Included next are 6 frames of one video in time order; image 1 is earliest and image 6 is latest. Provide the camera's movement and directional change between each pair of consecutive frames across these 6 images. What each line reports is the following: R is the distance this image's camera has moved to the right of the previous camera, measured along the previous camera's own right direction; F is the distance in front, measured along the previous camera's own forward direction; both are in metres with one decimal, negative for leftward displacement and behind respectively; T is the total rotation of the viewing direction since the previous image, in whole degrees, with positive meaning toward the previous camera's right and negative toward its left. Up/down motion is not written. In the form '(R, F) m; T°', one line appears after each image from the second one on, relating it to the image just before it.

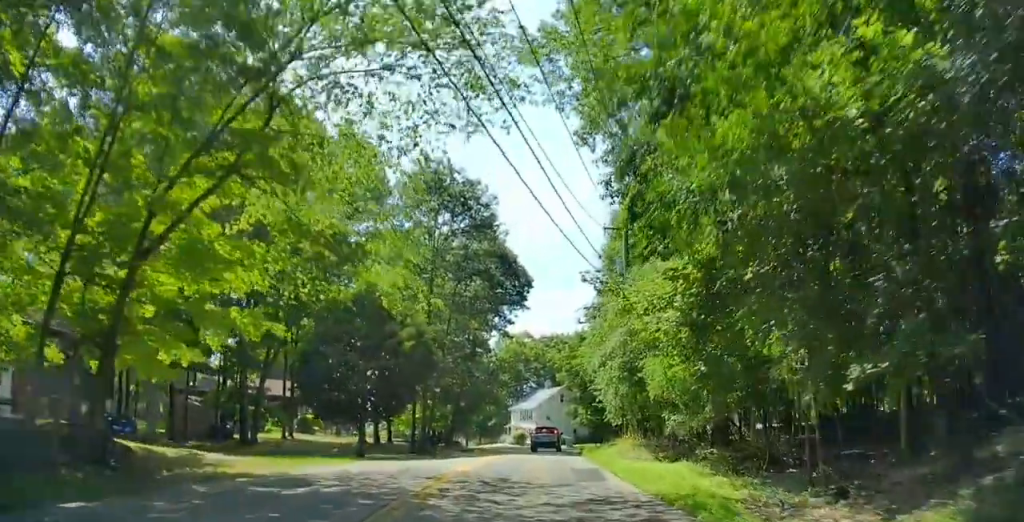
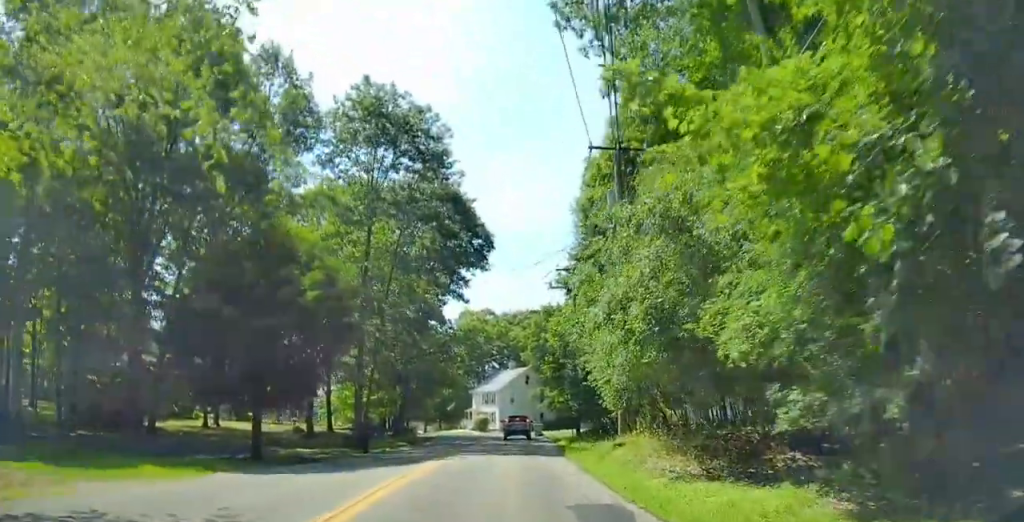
(+0.6, +8.5) m; +2°
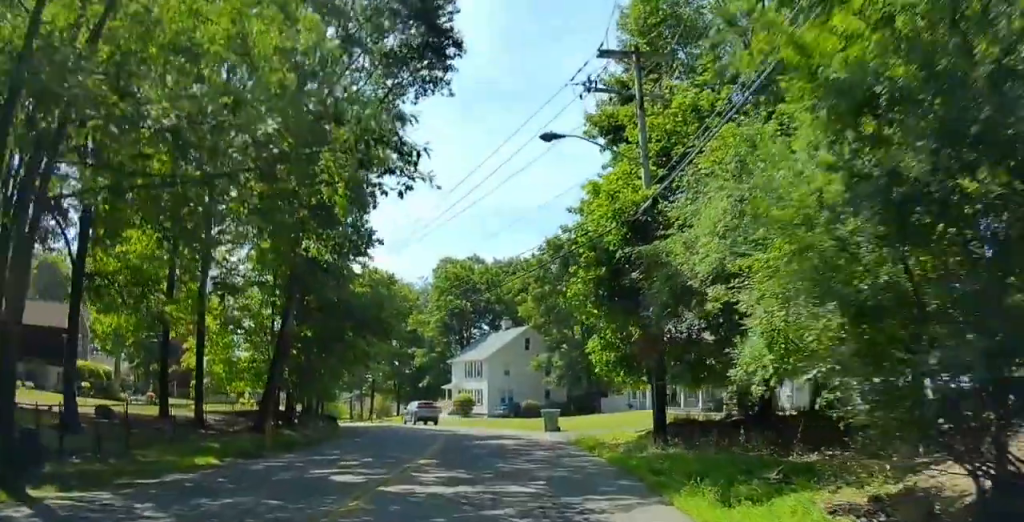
(+0.3, +27.0) m; -1°
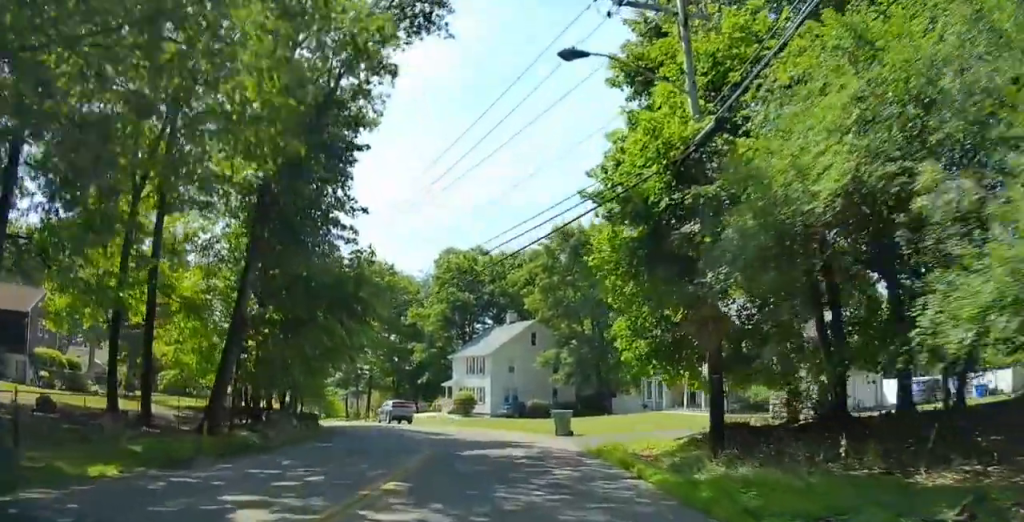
(+0.3, +5.1) m; -3°
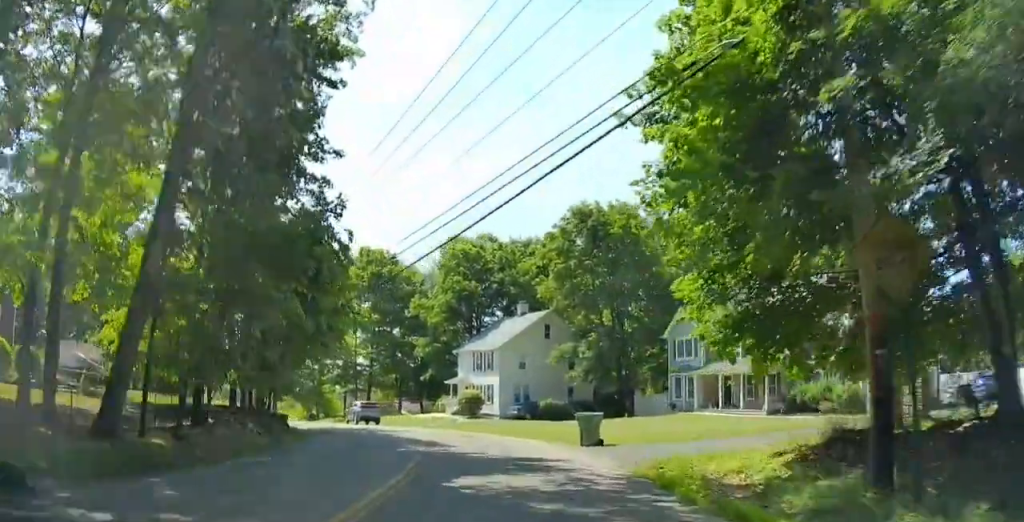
(-0.6, +6.6) m; -4°
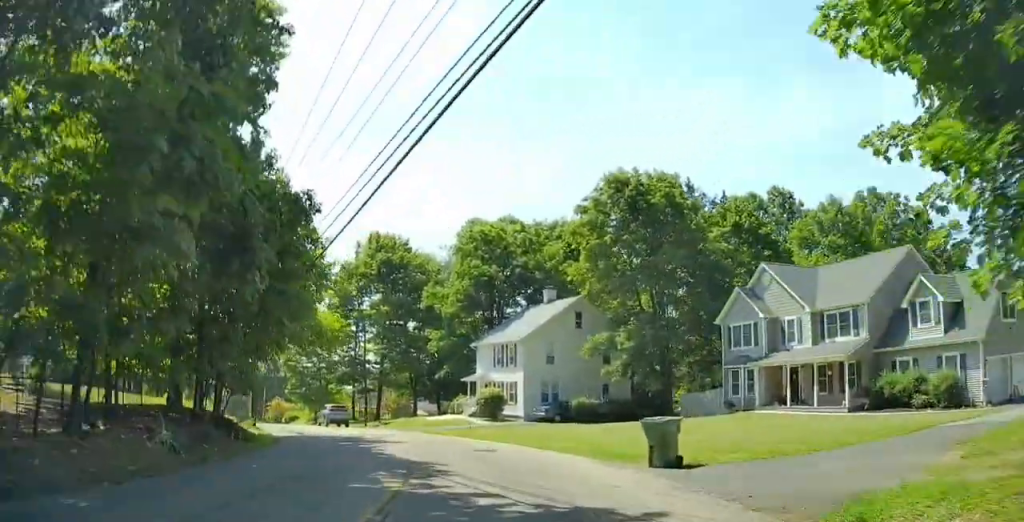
(-0.4, +8.7) m; -5°
